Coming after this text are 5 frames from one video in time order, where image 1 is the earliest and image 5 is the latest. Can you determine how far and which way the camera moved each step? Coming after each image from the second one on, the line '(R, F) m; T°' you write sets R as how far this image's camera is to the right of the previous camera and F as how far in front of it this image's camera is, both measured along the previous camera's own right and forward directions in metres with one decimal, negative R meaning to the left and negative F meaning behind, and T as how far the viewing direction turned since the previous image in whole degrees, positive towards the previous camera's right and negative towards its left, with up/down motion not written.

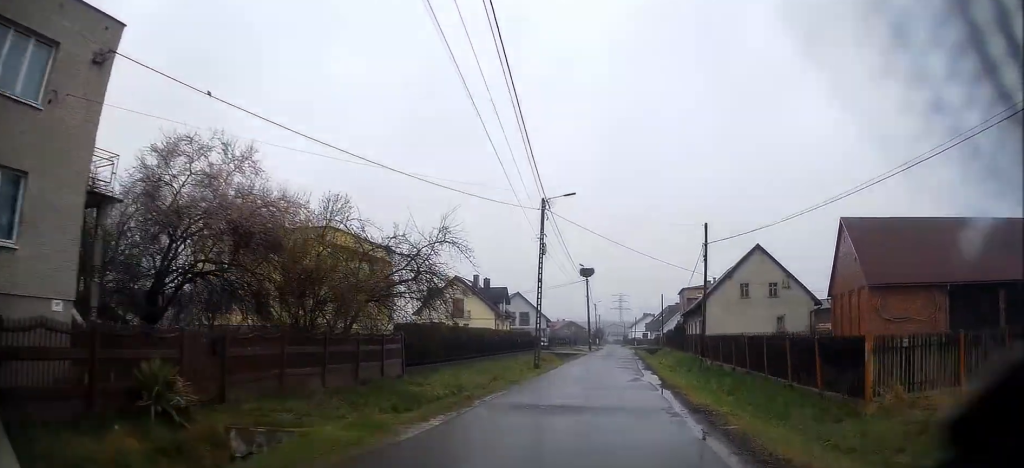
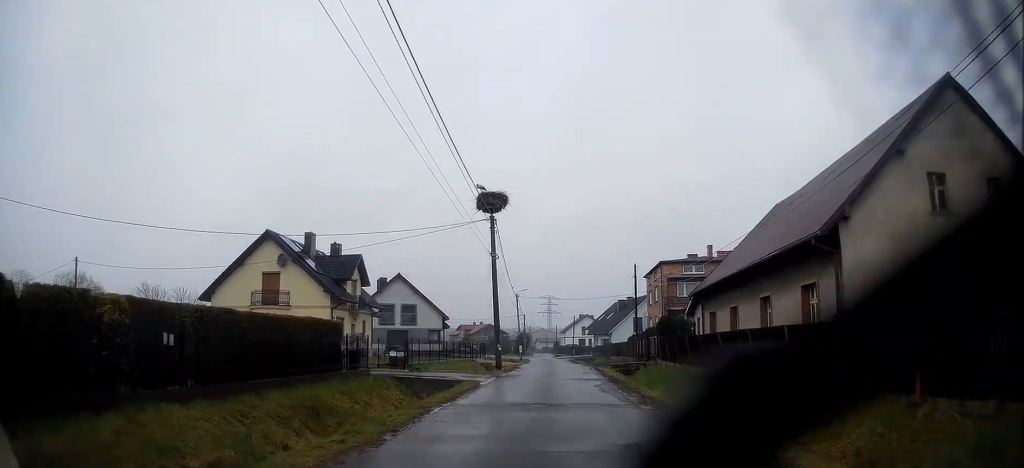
(+3.4, +36.2) m; +7°
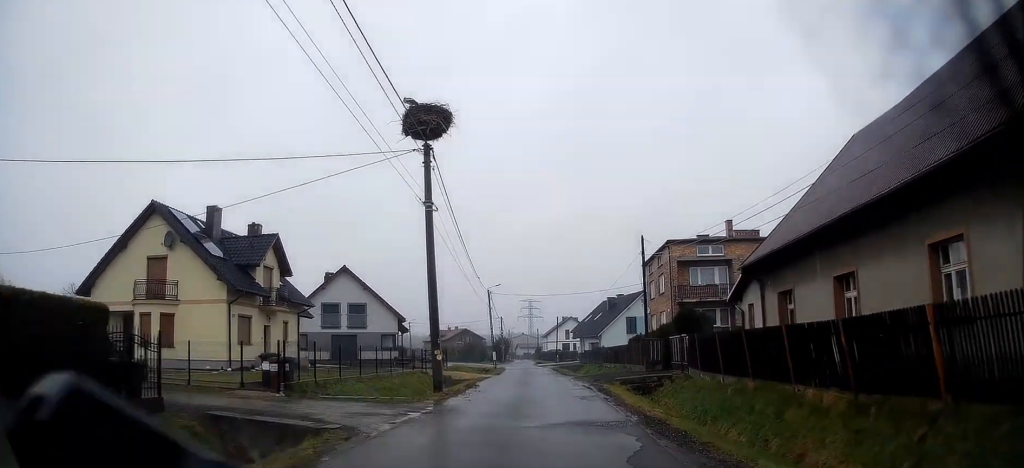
(+0.2, +12.9) m; +1°
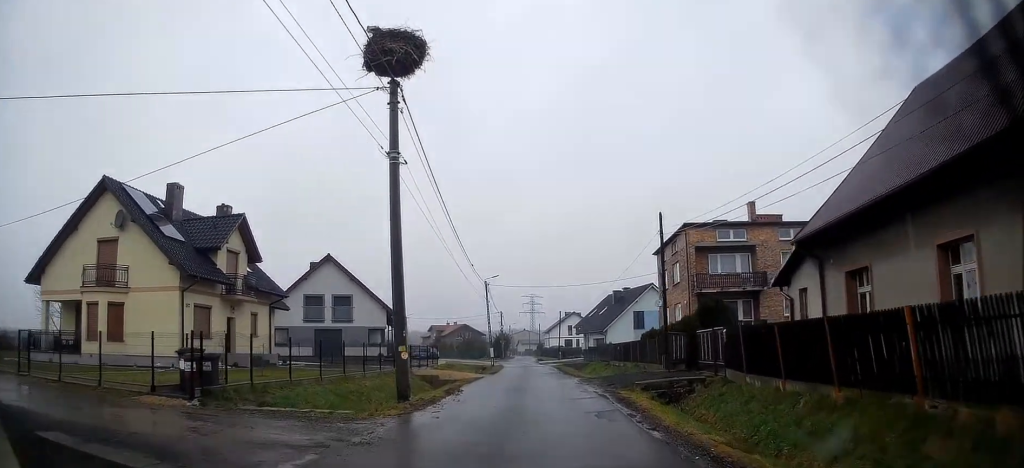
(0.0, +5.0) m; +1°
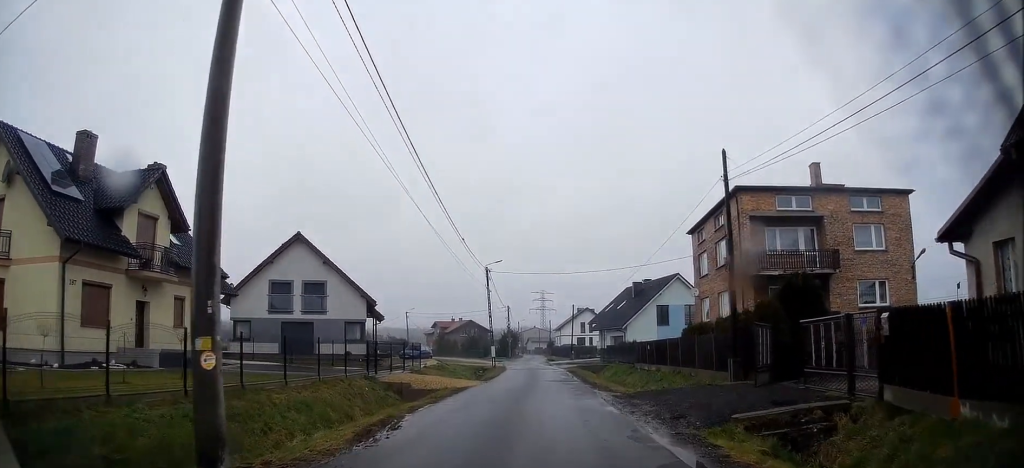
(+0.1, +9.1) m; 0°
